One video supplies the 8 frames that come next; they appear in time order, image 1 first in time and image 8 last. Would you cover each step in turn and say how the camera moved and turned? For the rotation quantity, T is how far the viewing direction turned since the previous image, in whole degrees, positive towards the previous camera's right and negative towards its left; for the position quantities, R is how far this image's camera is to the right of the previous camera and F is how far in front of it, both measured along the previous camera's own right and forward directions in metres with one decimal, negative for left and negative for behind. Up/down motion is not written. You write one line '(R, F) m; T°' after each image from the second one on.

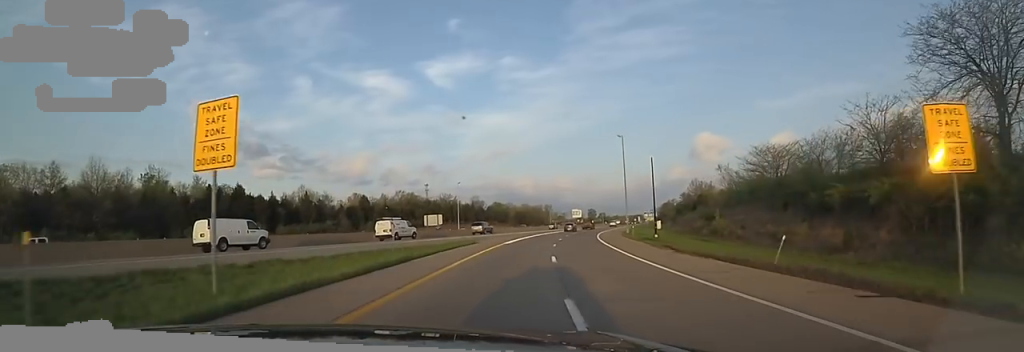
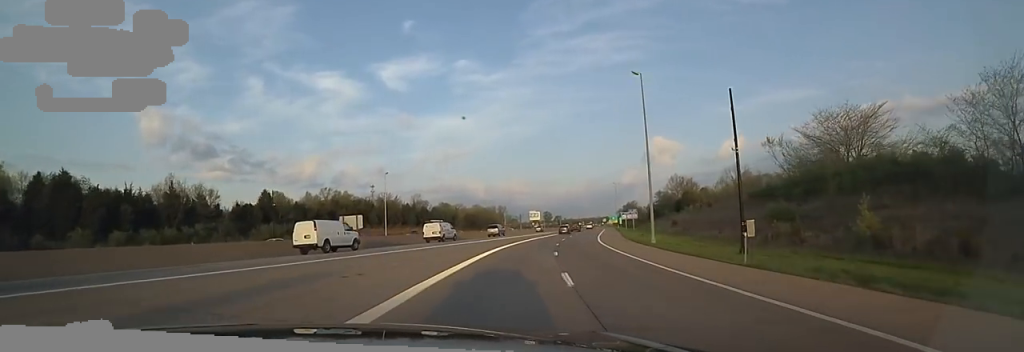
(+1.7, +30.3) m; +5°
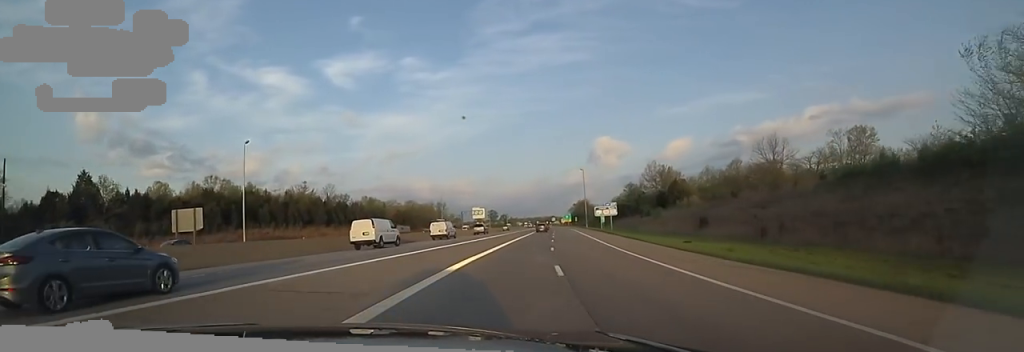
(+1.3, +34.9) m; +7°
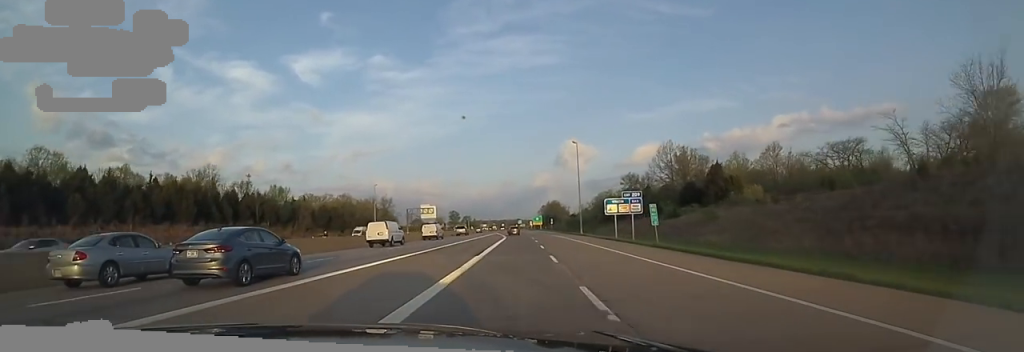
(+4.0, +42.7) m; +6°
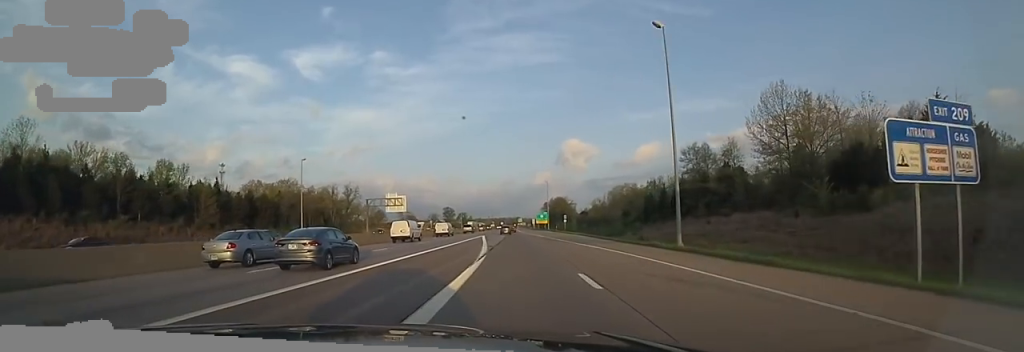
(-0.8, +41.8) m; -1°
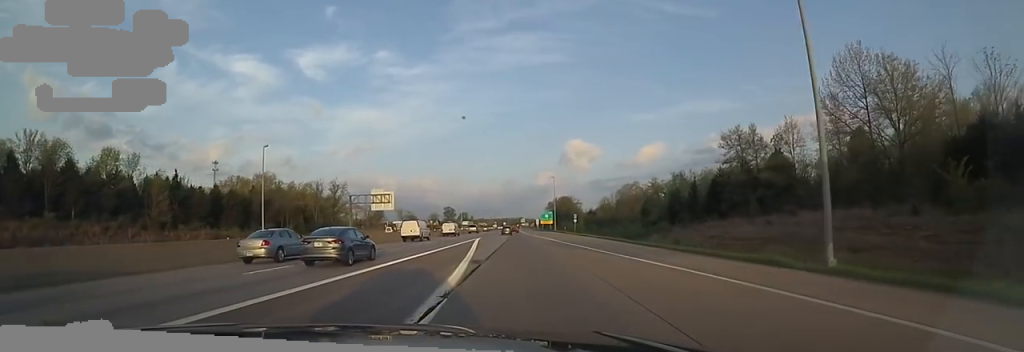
(+0.6, +13.3) m; 0°
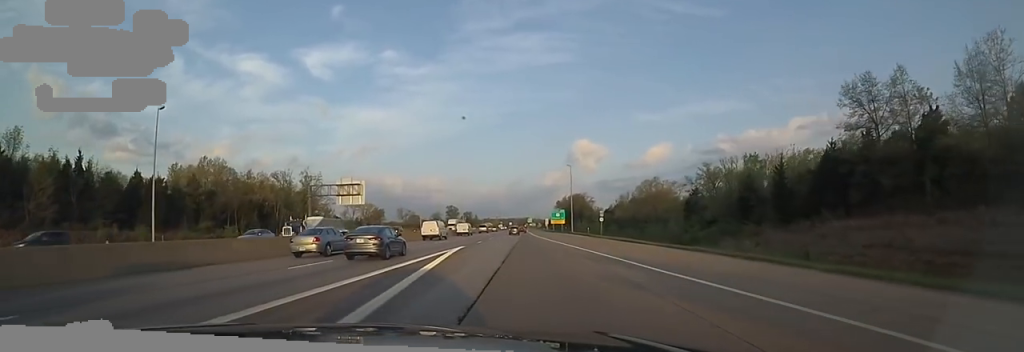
(-0.7, +23.1) m; -2°
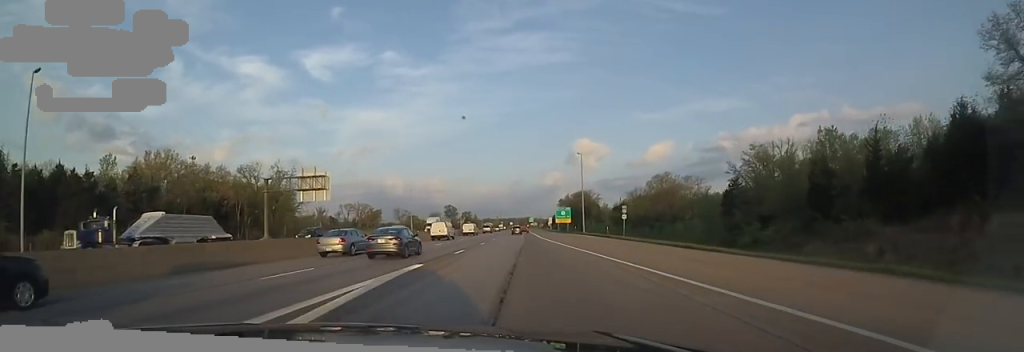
(-0.2, +15.0) m; -1°
